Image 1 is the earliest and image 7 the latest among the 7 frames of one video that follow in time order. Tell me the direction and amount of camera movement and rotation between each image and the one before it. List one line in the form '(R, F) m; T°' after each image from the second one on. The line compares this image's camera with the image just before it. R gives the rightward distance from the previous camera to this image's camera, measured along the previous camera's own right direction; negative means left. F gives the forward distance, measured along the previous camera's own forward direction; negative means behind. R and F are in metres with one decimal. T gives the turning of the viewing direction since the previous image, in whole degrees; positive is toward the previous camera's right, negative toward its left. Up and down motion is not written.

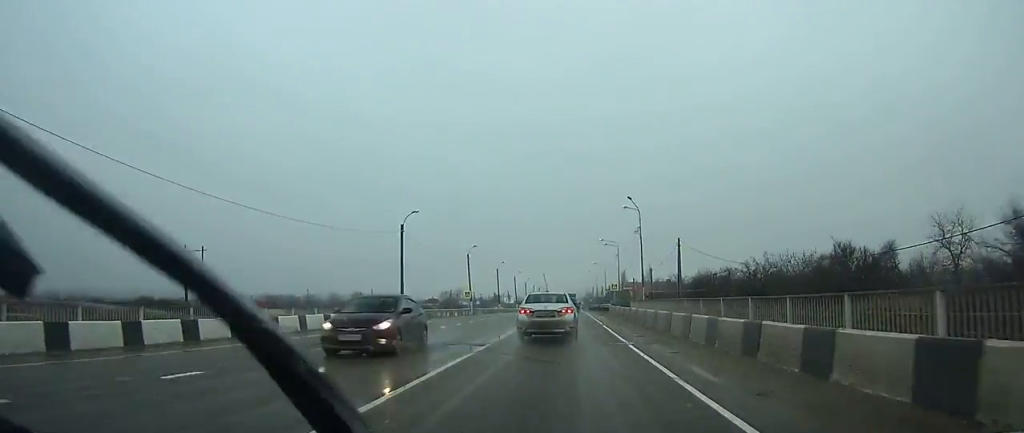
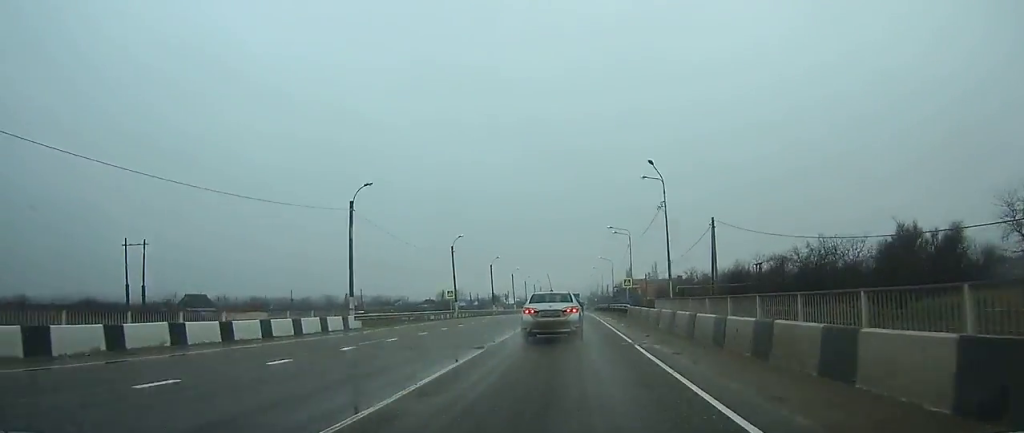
(0.0, +12.6) m; 0°
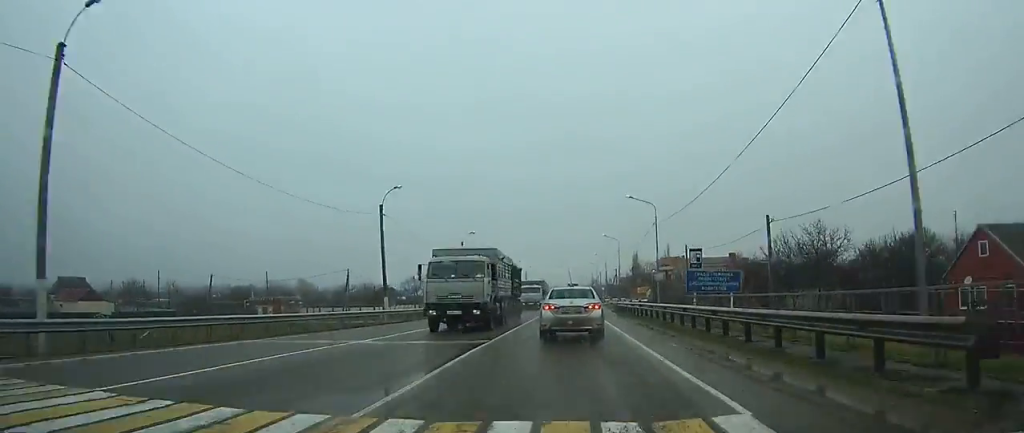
(0.0, +56.5) m; +1°
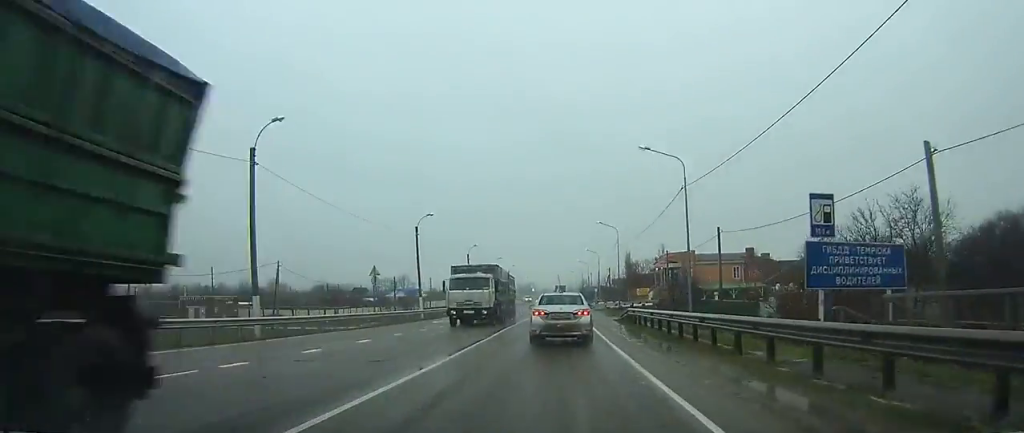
(+0.1, +17.0) m; 0°
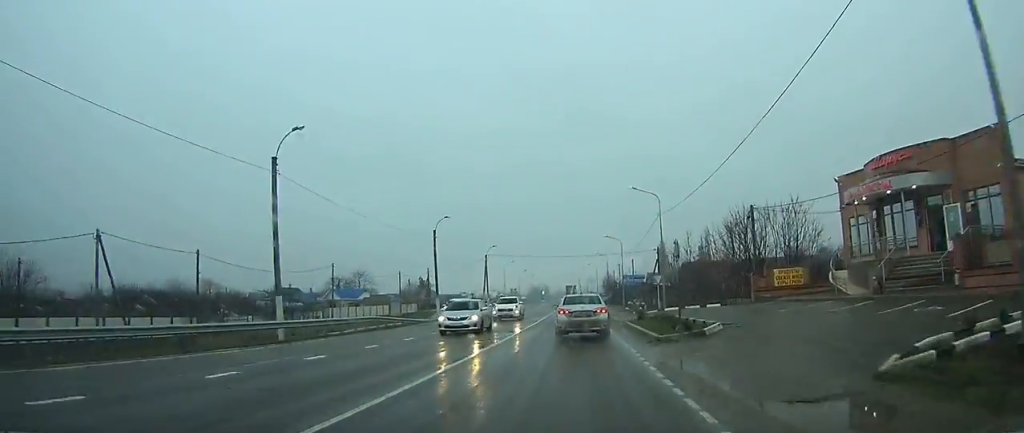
(-0.3, +61.1) m; 0°
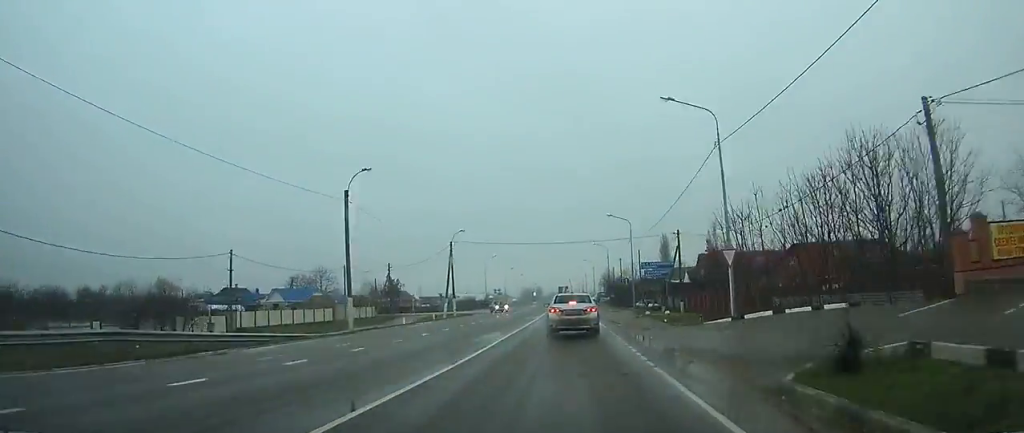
(+0.1, +21.0) m; 0°
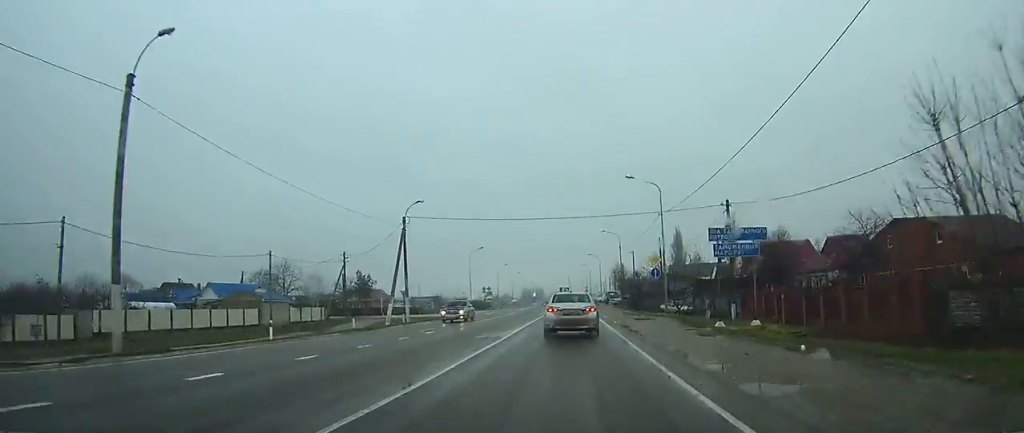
(0.0, +19.2) m; 0°
